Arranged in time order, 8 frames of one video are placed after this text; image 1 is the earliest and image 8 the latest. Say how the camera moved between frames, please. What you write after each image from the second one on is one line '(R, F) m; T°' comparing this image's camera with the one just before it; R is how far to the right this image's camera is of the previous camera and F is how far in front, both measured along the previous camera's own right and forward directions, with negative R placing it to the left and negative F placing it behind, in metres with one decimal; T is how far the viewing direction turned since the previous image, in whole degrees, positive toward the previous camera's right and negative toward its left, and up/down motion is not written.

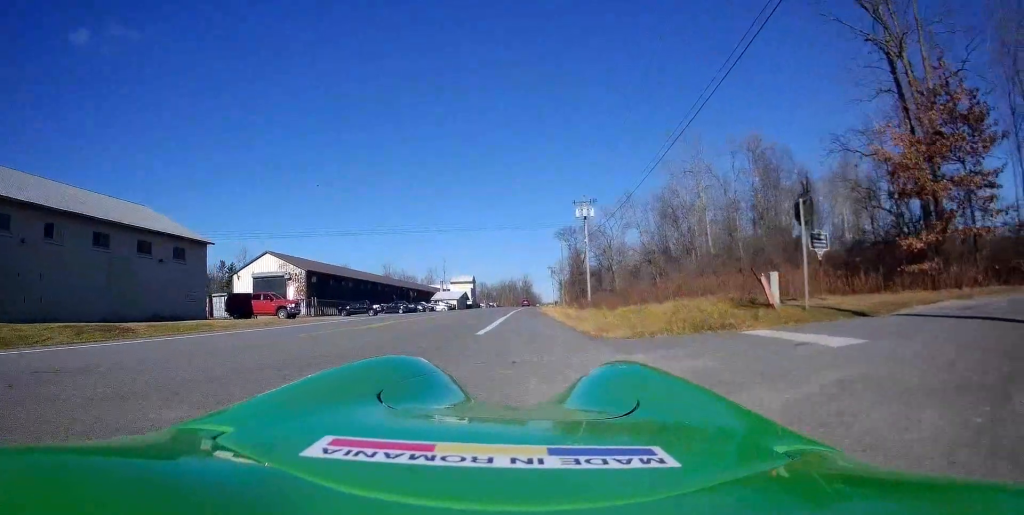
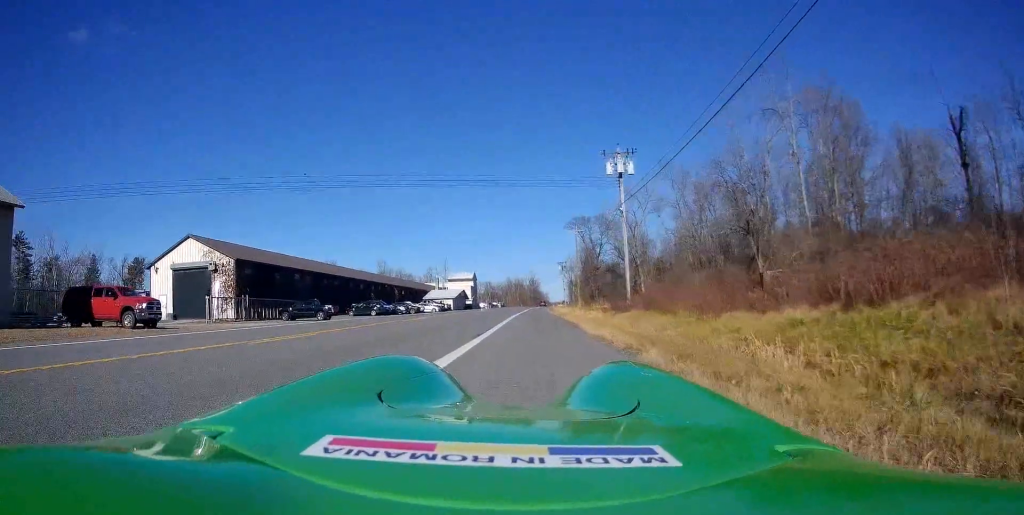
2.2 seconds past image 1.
(+1.8, +18.5) m; +8°
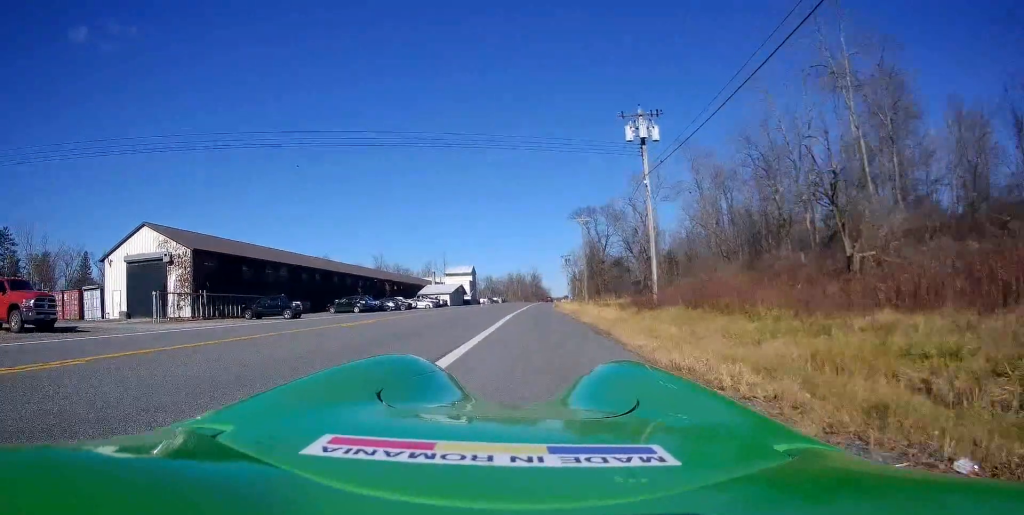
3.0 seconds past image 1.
(-0.2, +7.4) m; -4°
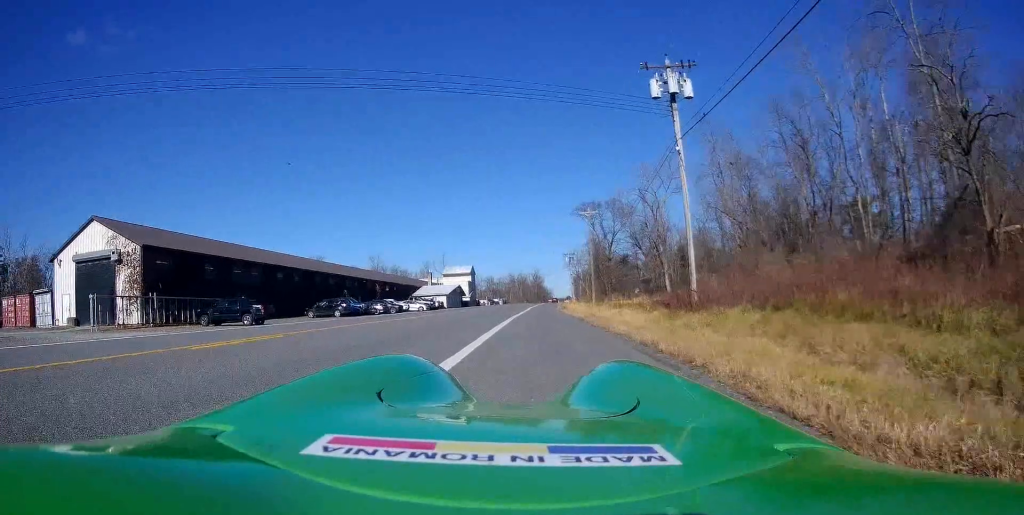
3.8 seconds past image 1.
(-0.3, +6.6) m; -2°
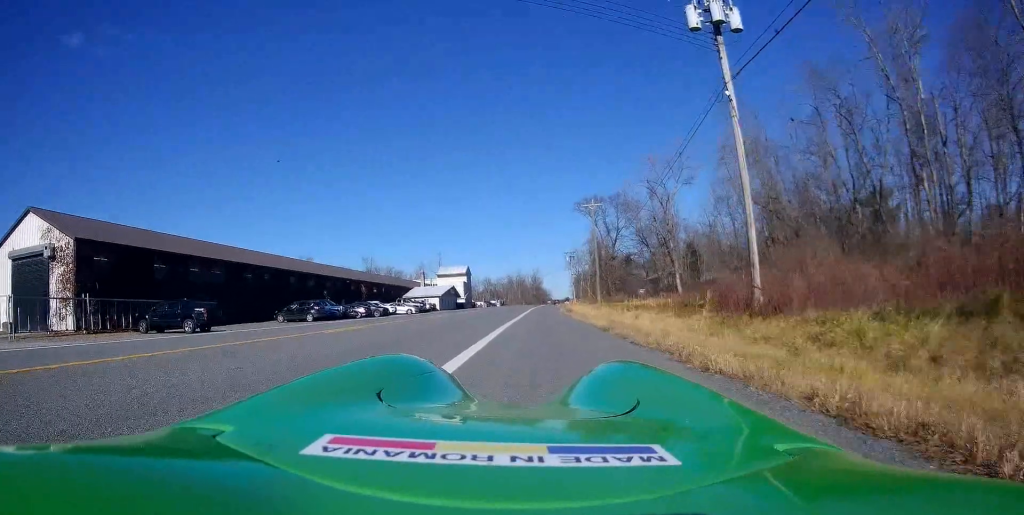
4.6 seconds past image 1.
(-0.2, +6.5) m; 0°
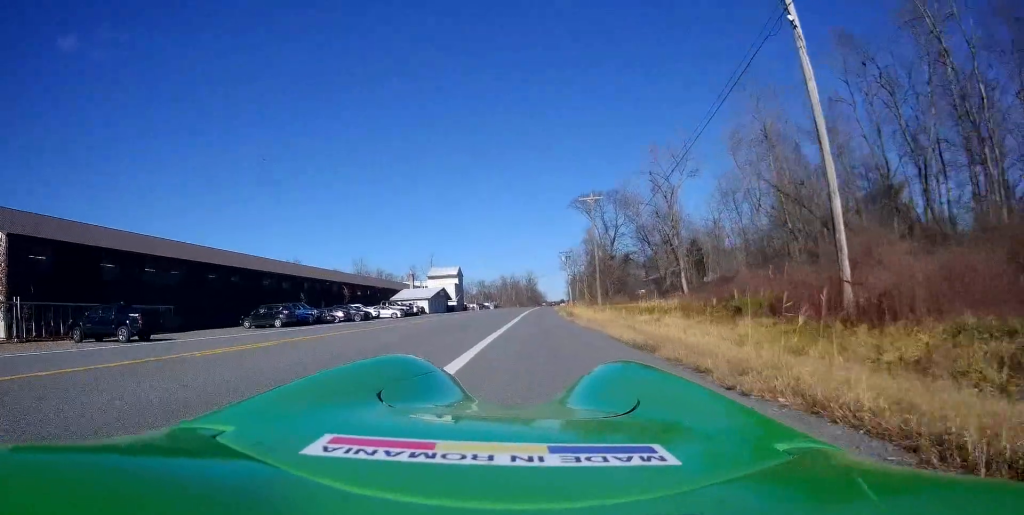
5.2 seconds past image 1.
(+0.2, +5.1) m; +2°
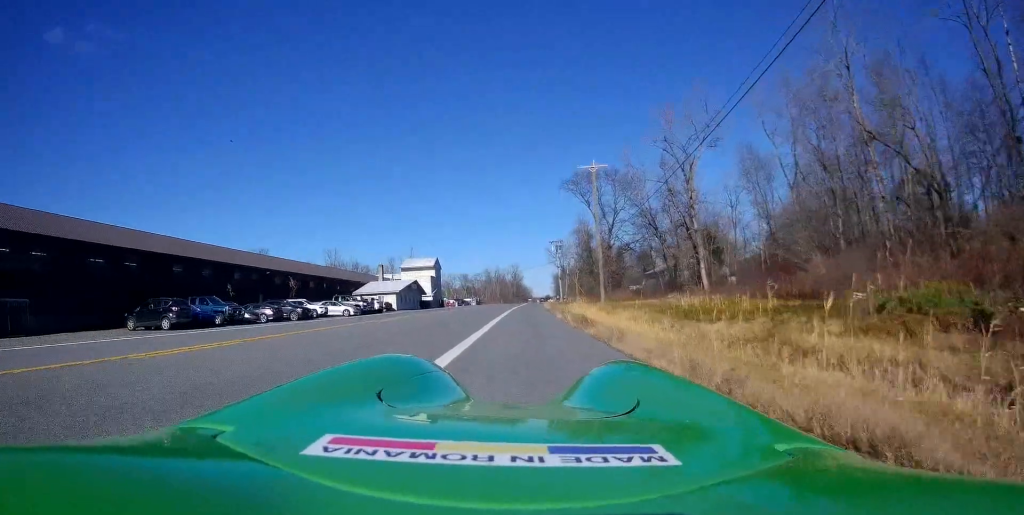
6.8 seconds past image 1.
(-0.2, +12.7) m; -3°
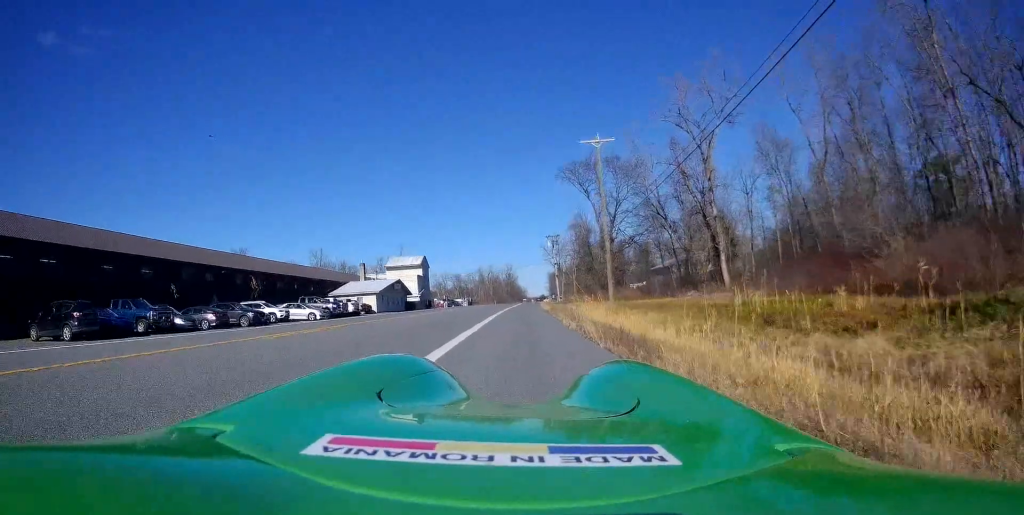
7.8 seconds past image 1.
(-0.2, +7.4) m; +1°
